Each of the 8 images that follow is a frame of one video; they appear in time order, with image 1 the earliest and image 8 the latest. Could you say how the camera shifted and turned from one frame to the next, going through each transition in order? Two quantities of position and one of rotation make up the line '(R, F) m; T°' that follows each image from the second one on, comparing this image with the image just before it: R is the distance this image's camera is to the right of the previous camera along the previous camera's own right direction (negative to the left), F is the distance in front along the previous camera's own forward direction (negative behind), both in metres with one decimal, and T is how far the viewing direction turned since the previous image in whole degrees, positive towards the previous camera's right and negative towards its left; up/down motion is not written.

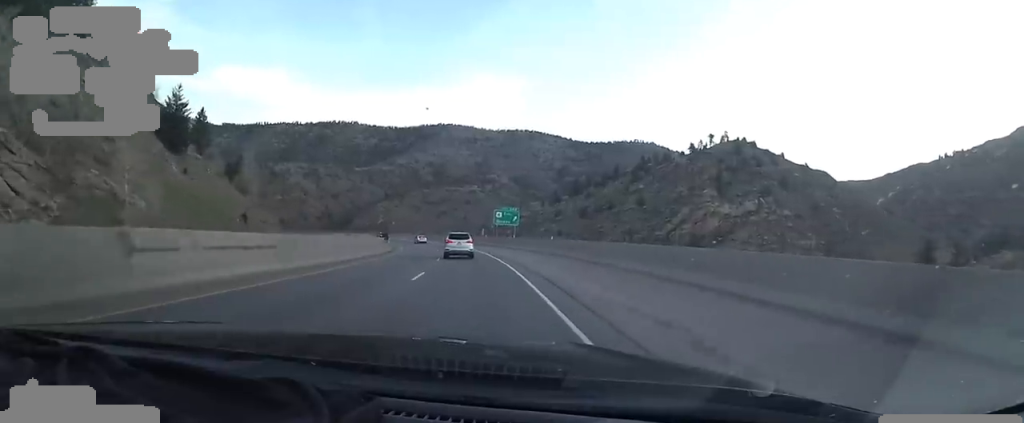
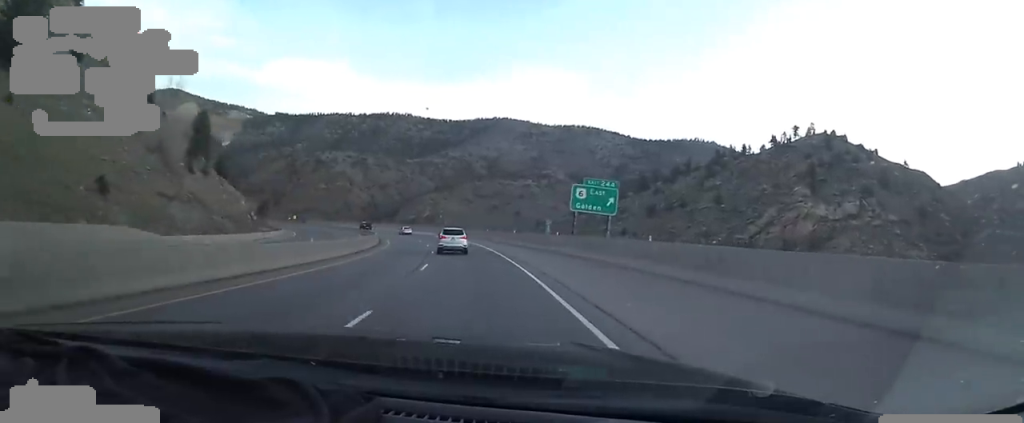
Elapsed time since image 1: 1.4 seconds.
(-1.8, +34.4) m; -5°
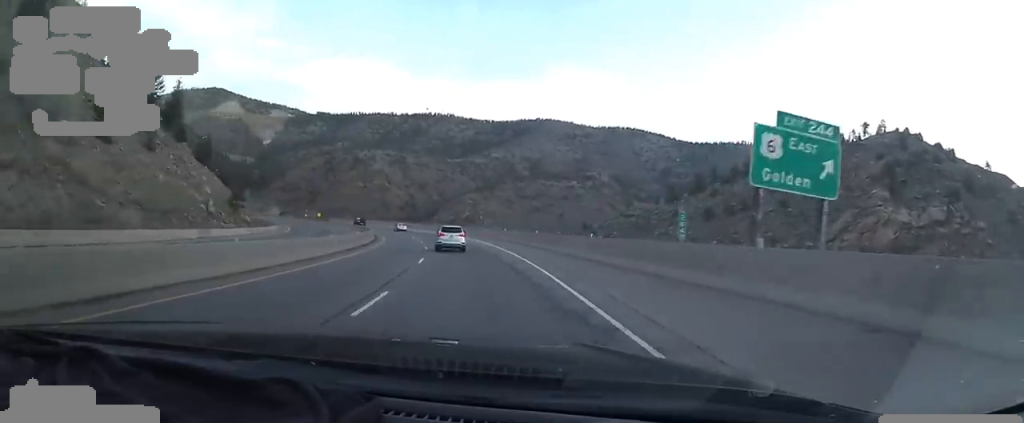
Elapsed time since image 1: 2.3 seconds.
(0.0, +22.2) m; -6°
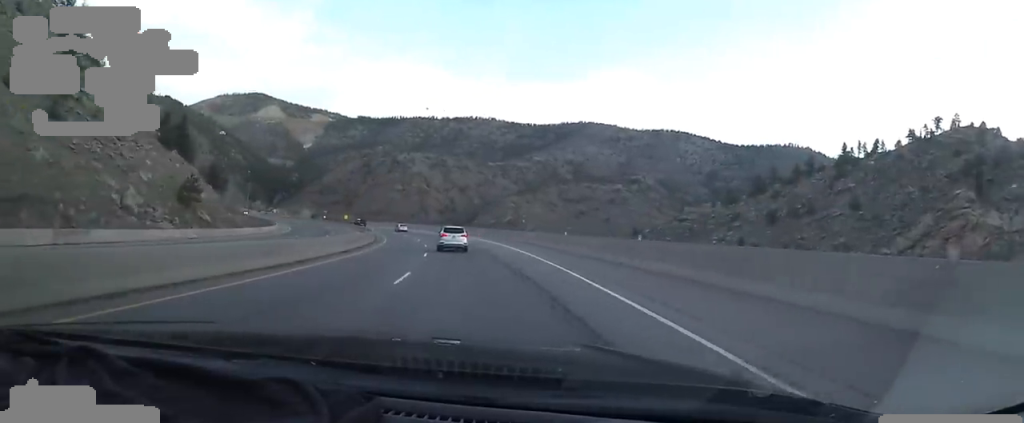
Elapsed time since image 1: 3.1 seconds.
(-1.9, +19.4) m; -7°
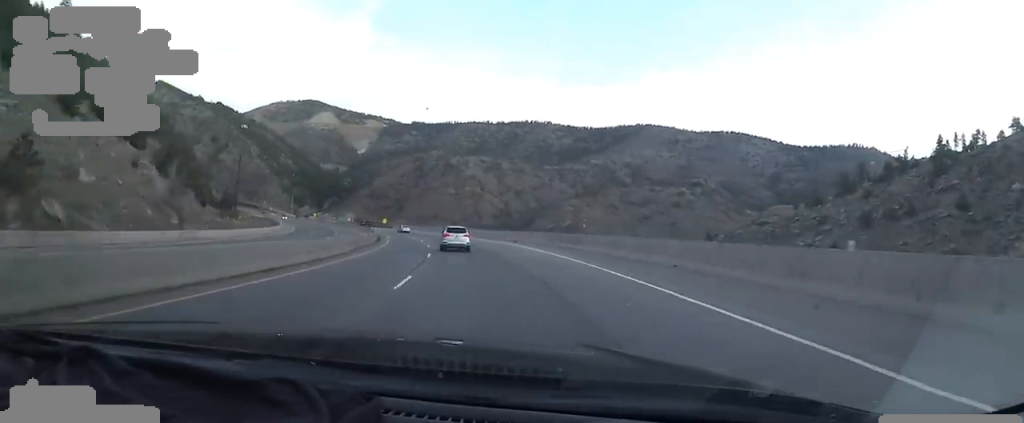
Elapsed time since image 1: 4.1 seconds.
(-1.3, +25.2) m; -4°
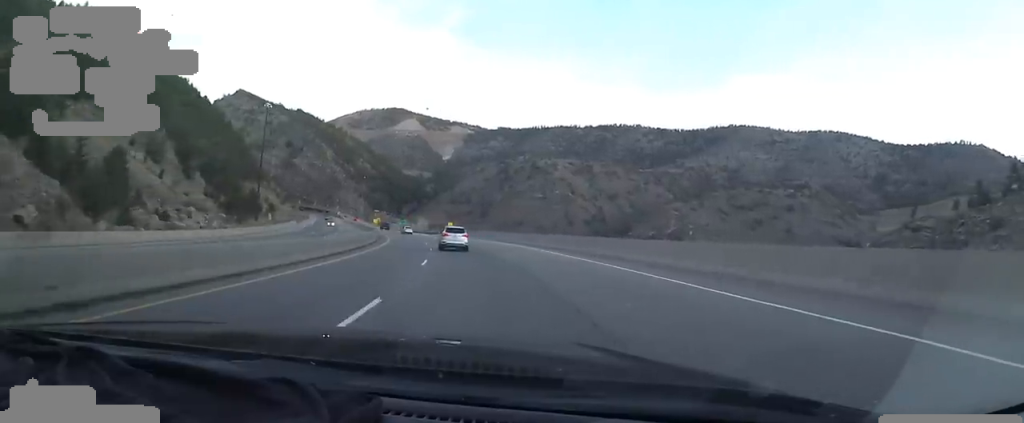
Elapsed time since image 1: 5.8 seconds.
(-3.7, +42.1) m; -12°
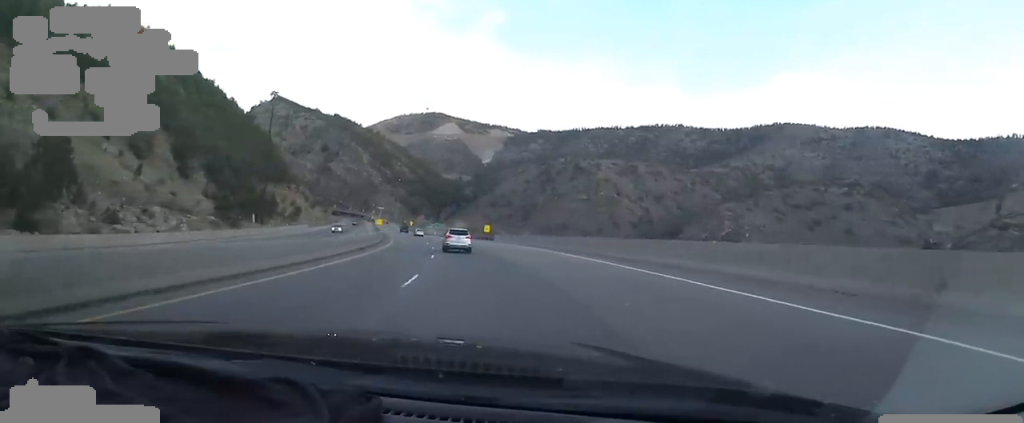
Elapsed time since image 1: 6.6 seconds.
(-1.1, +19.7) m; -5°
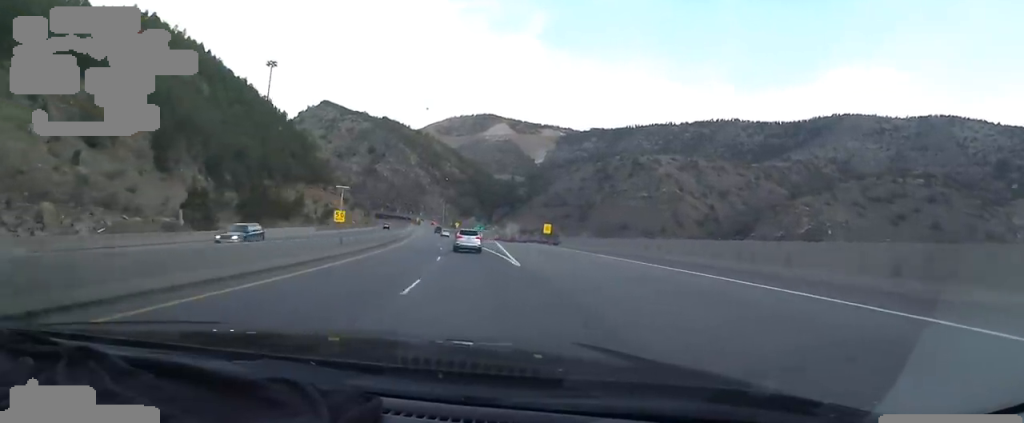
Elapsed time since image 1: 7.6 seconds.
(-0.9, +26.9) m; -4°
